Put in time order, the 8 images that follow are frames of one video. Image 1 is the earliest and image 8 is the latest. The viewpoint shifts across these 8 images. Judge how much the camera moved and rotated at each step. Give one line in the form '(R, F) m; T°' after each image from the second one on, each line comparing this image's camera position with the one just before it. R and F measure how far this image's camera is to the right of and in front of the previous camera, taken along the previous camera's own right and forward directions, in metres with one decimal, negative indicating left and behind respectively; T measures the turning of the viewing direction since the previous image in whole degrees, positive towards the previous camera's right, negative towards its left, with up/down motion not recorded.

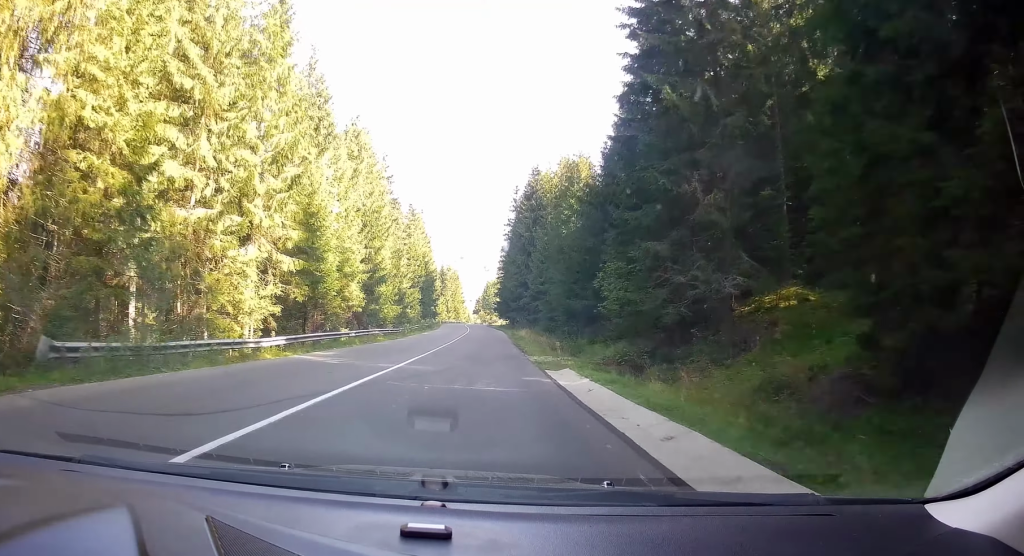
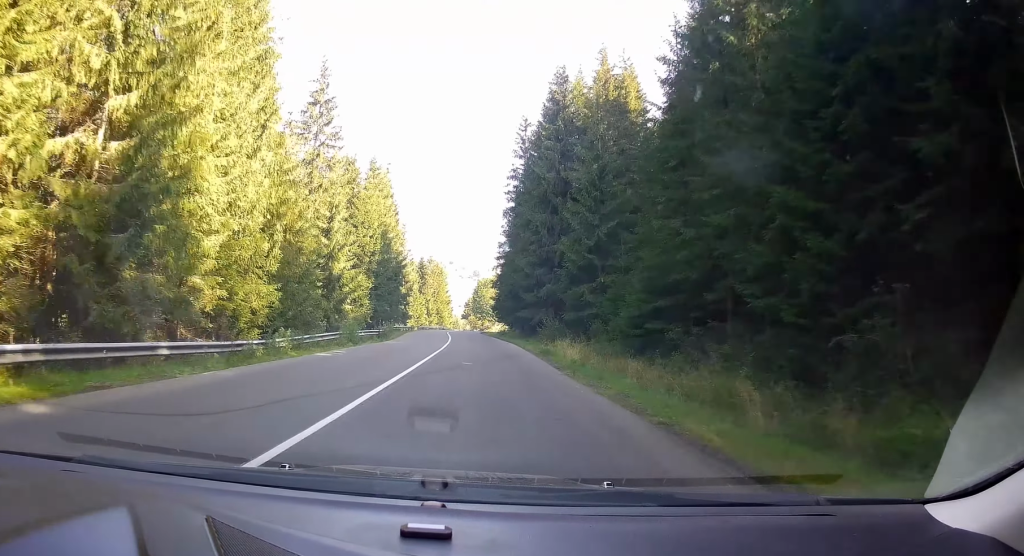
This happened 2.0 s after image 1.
(-0.1, +35.5) m; 0°
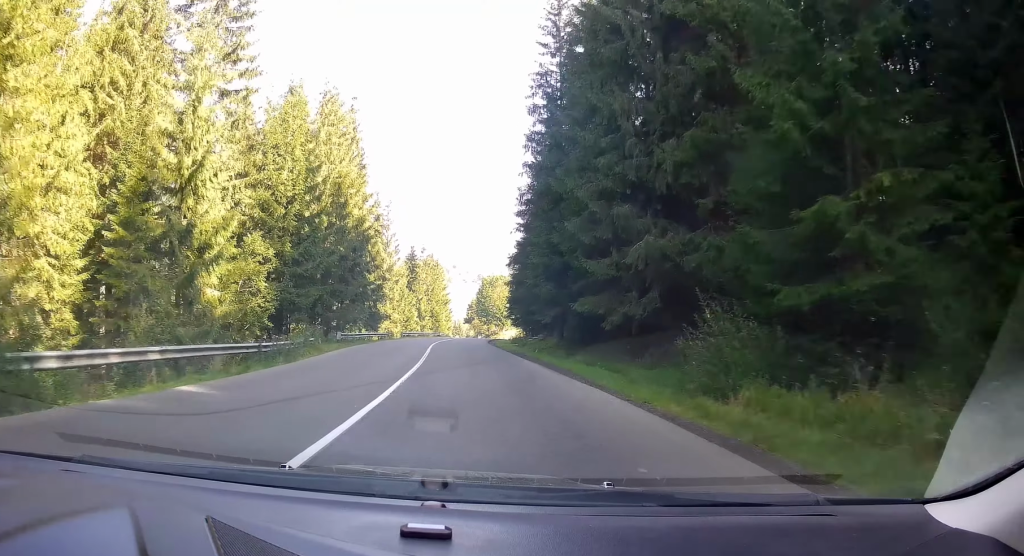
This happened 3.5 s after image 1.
(+0.7, +28.5) m; +1°
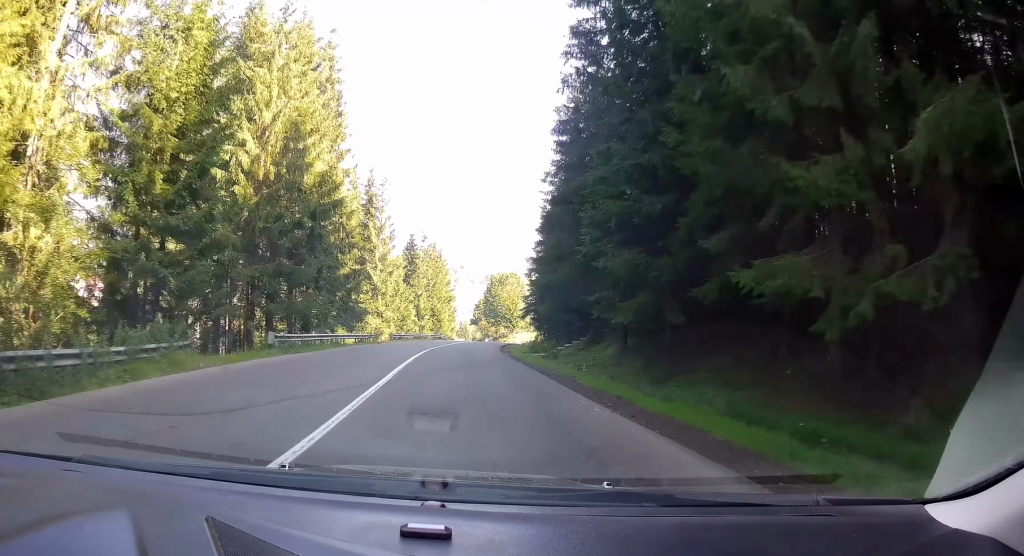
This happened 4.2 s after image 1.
(-0.1, +15.3) m; -1°
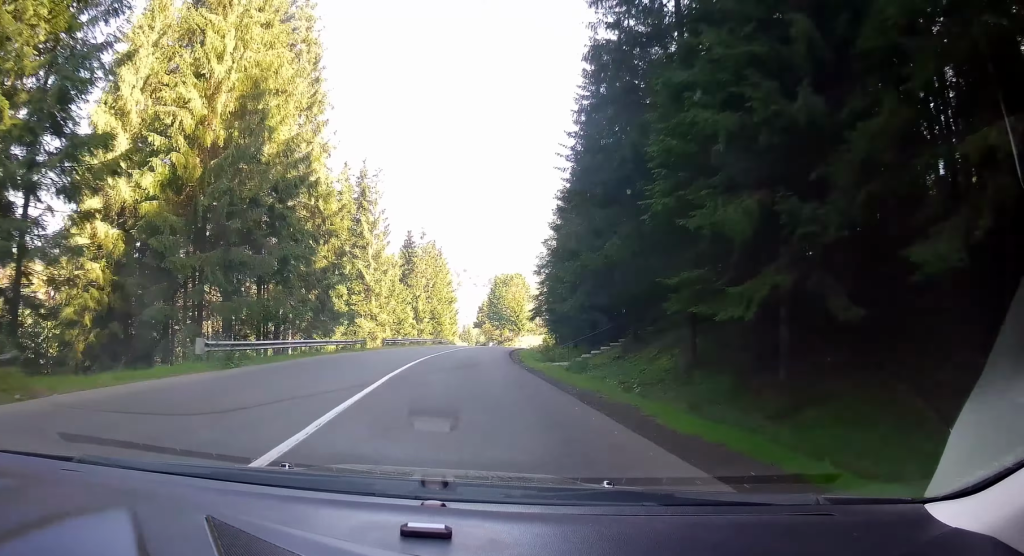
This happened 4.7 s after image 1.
(-0.2, +8.1) m; -1°
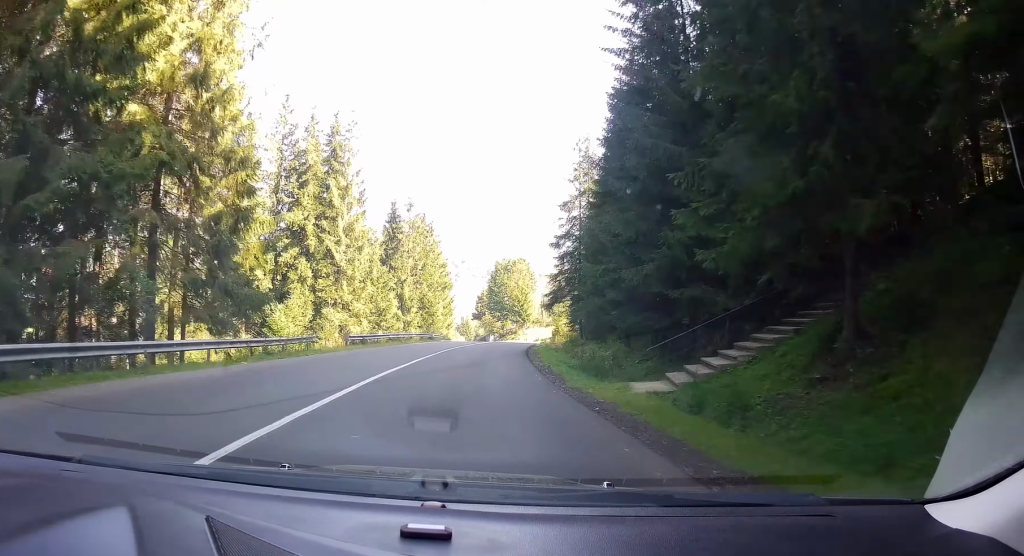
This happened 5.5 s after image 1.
(-0.1, +16.0) m; 0°
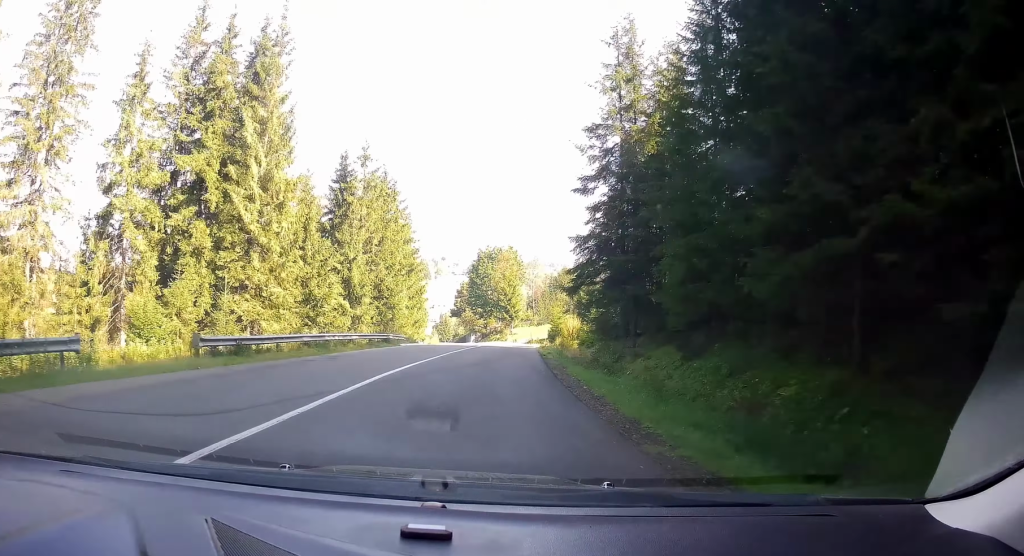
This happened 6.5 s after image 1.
(+0.1, +19.8) m; +2°
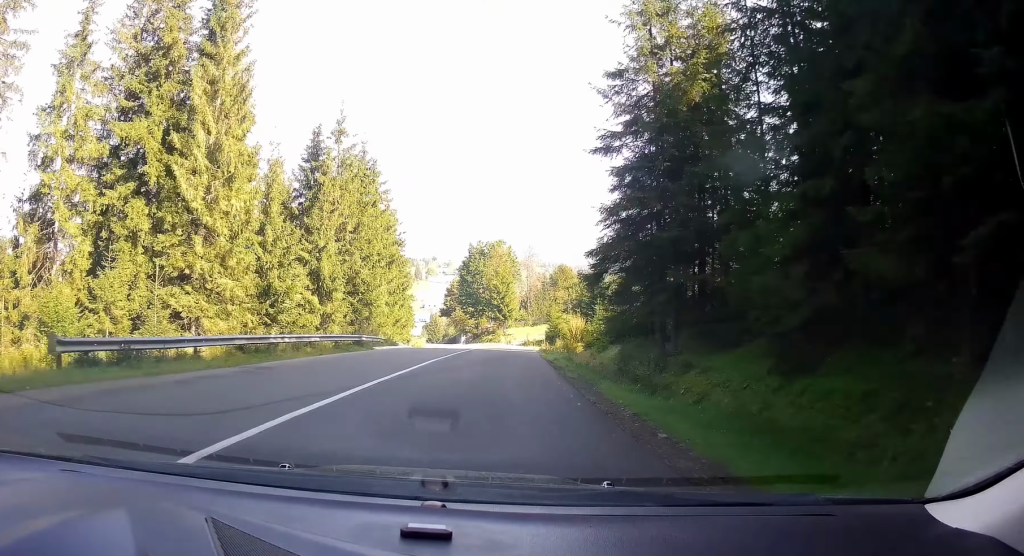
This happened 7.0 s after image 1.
(-0.1, +7.8) m; +1°
